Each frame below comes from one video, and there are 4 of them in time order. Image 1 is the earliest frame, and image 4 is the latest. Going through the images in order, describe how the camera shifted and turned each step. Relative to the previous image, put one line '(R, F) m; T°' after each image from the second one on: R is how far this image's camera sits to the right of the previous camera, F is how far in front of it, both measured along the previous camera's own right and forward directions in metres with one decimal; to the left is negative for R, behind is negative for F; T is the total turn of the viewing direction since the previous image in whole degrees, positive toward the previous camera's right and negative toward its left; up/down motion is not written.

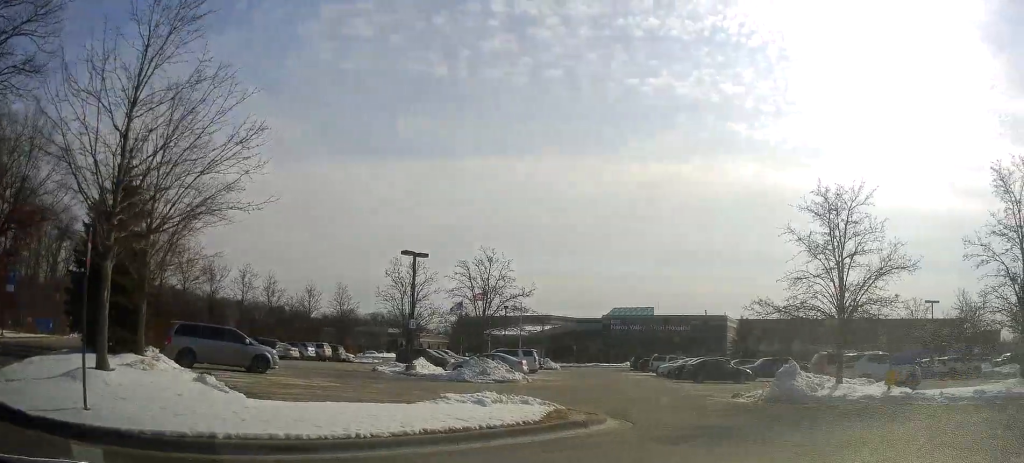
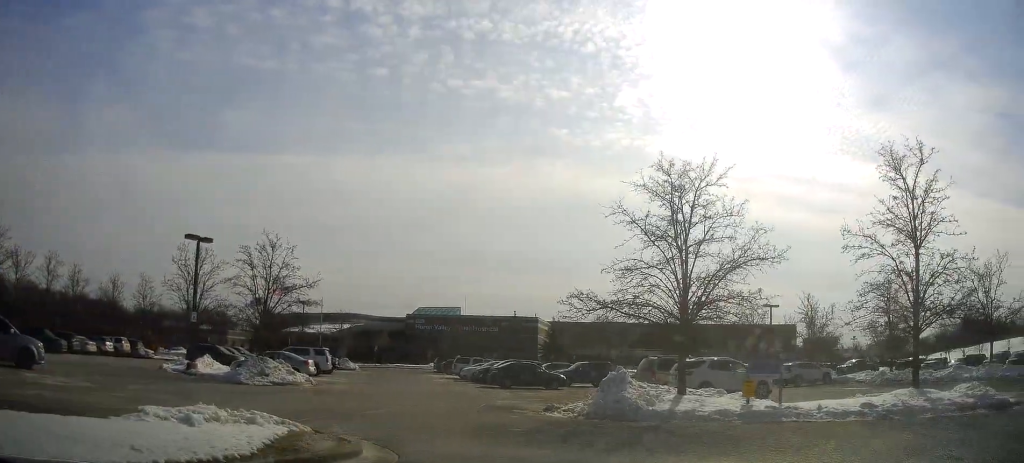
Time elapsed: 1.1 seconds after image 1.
(+0.4, +2.8) m; +16°
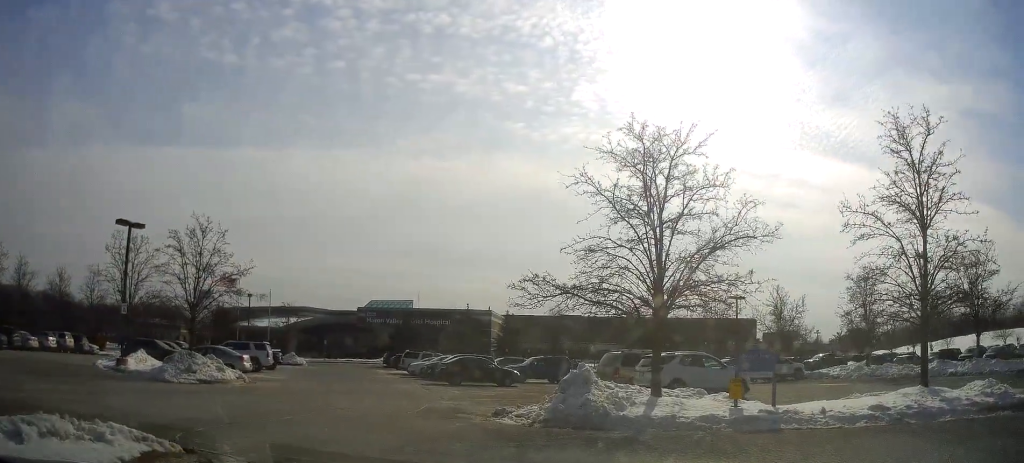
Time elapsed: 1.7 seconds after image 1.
(+0.2, +2.0) m; +5°
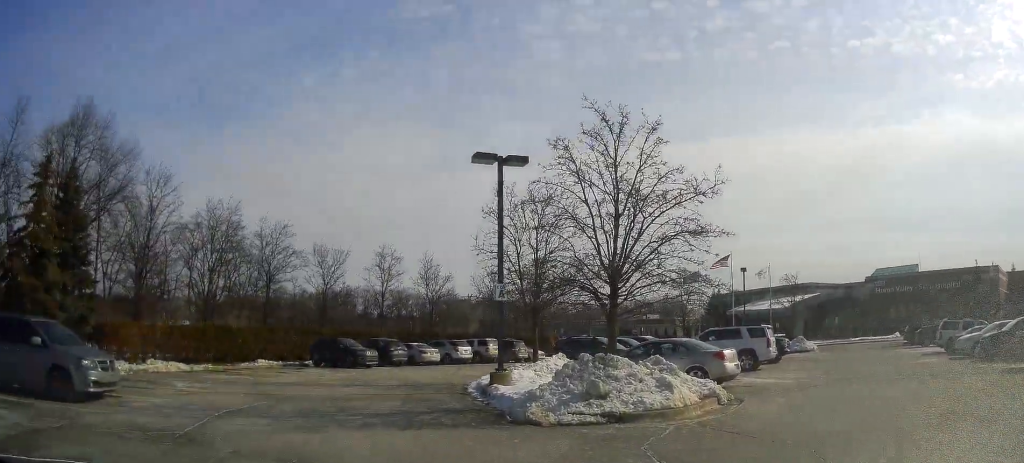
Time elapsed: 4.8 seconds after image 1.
(-2.1, +12.6) m; -25°
